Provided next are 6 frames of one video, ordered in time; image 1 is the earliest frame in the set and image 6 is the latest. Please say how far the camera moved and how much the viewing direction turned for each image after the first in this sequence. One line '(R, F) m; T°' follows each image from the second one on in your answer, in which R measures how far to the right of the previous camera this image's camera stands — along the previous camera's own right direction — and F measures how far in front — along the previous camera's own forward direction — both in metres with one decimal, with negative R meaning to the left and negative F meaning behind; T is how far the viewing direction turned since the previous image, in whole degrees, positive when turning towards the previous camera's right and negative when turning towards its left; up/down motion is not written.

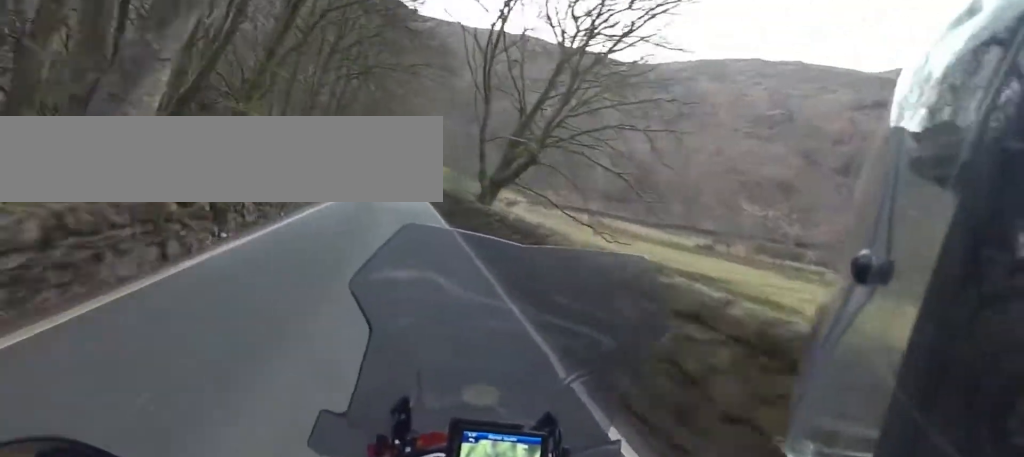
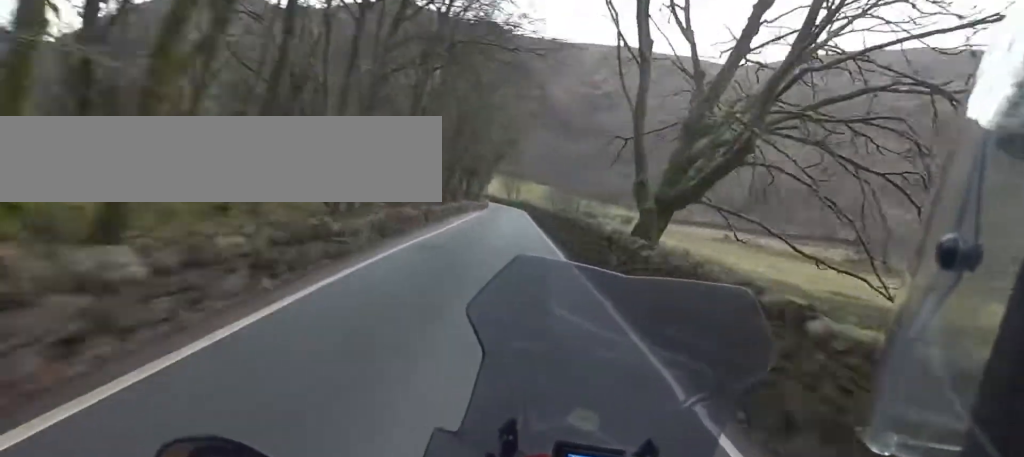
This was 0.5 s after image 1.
(0.0, +12.8) m; 0°
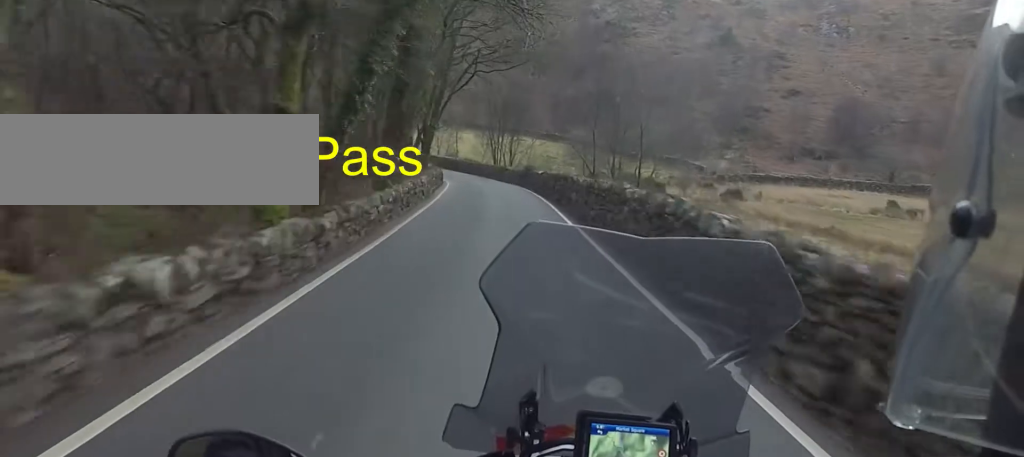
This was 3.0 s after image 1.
(-0.4, +57.8) m; -4°
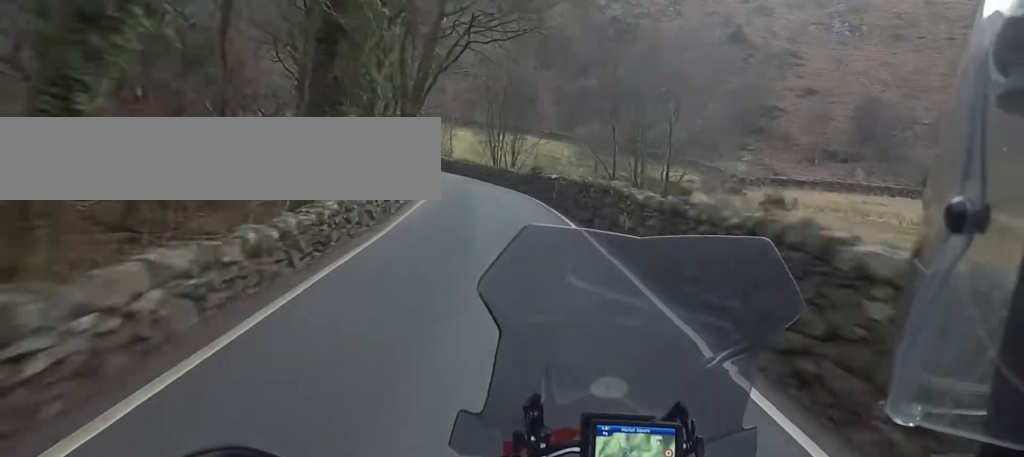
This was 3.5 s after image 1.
(-0.4, +8.7) m; -1°
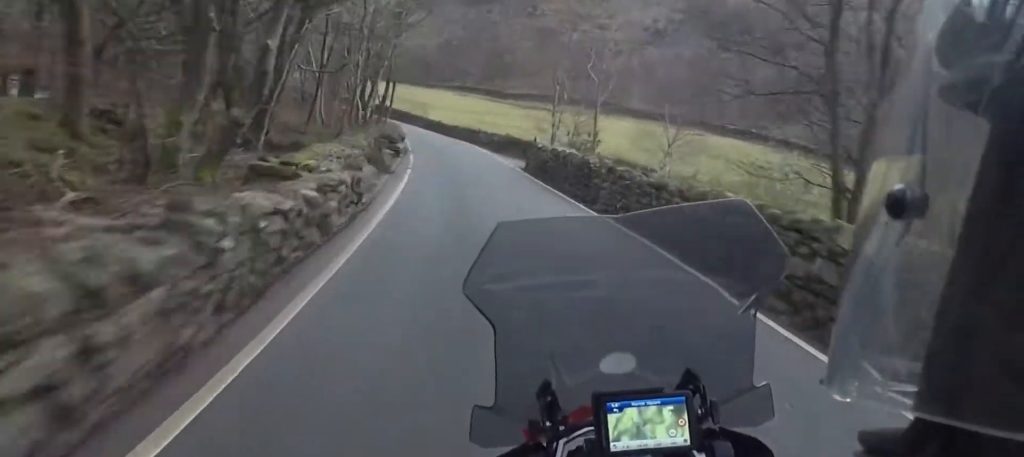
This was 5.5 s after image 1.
(-3.8, +38.0) m; -14°
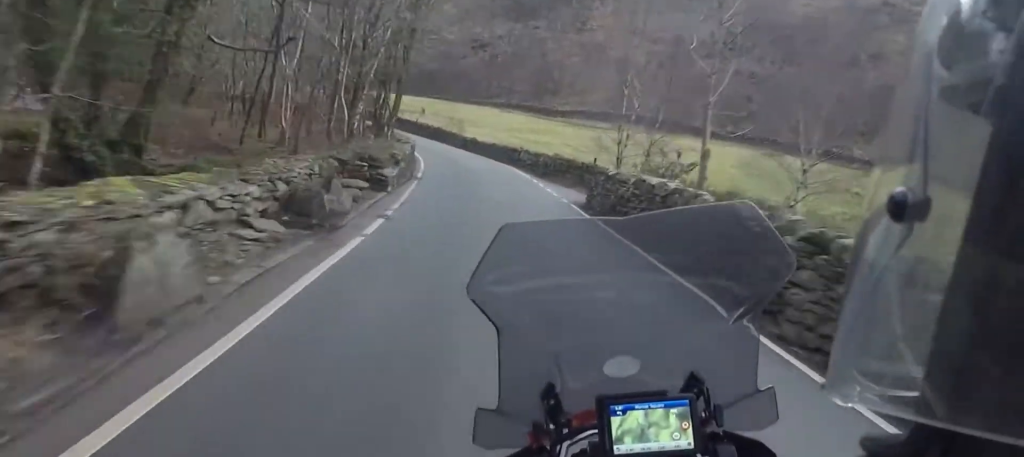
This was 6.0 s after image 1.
(-0.7, +9.4) m; -4°
